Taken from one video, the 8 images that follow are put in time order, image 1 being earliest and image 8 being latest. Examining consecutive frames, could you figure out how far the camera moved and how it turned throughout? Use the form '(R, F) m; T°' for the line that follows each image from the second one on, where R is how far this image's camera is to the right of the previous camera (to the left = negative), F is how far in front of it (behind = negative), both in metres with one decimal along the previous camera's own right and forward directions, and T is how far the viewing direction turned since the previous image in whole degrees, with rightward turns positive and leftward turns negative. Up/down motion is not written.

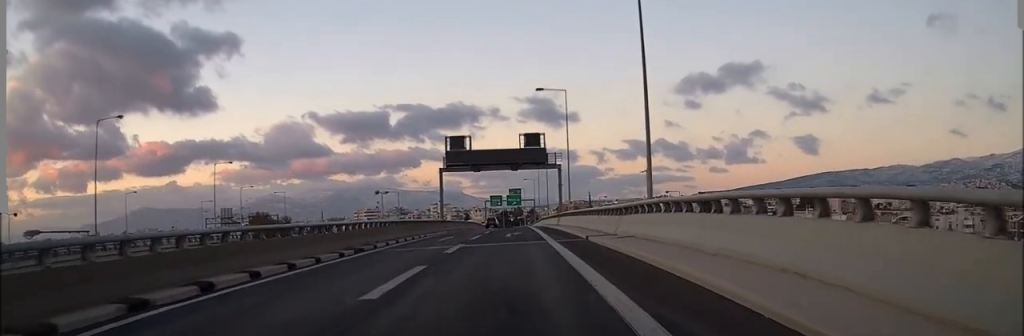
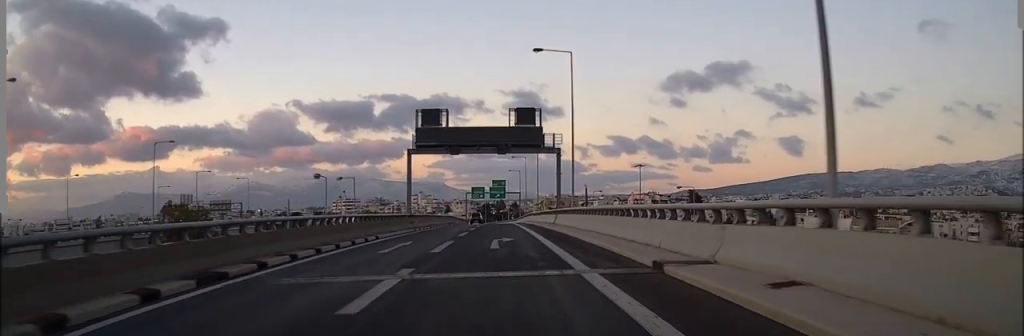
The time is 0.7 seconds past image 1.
(+0.2, +13.3) m; +1°
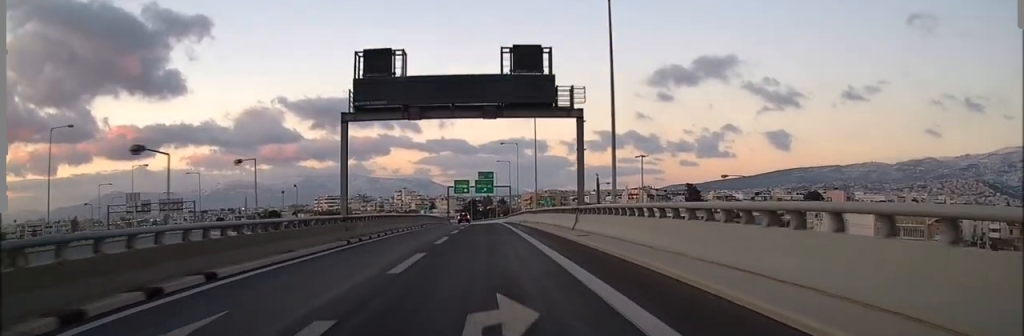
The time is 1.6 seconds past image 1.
(+0.2, +19.4) m; +1°
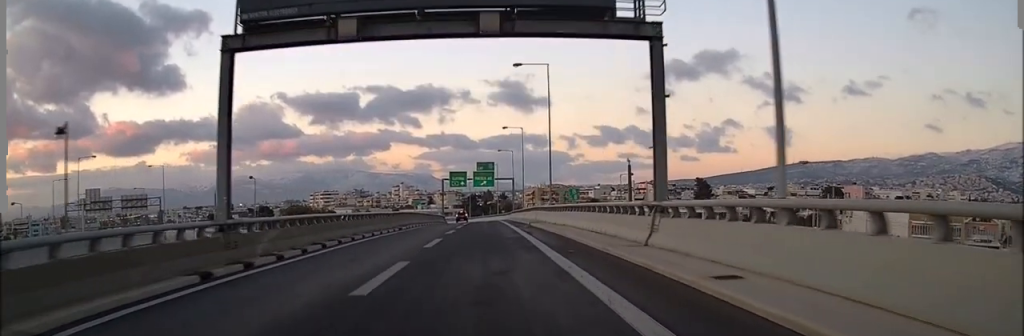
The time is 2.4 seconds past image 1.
(+0.1, +15.5) m; 0°
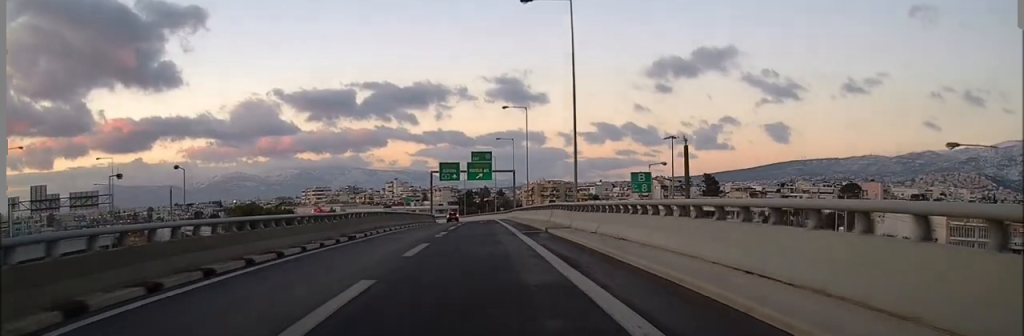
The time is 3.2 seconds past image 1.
(-0.1, +16.3) m; 0°
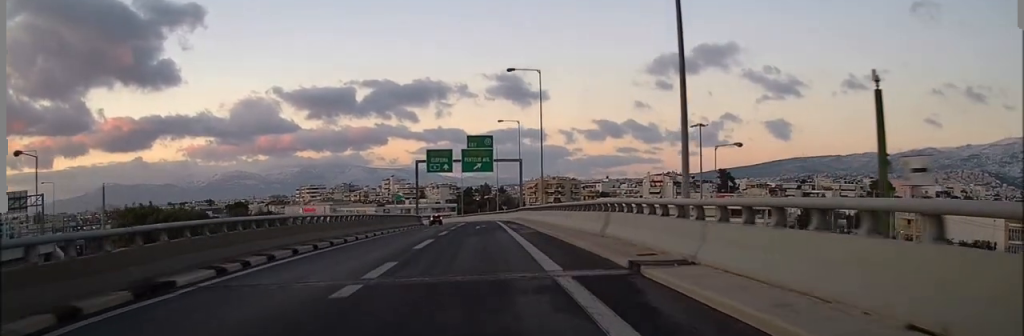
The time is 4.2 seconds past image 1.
(+0.2, +19.8) m; 0°
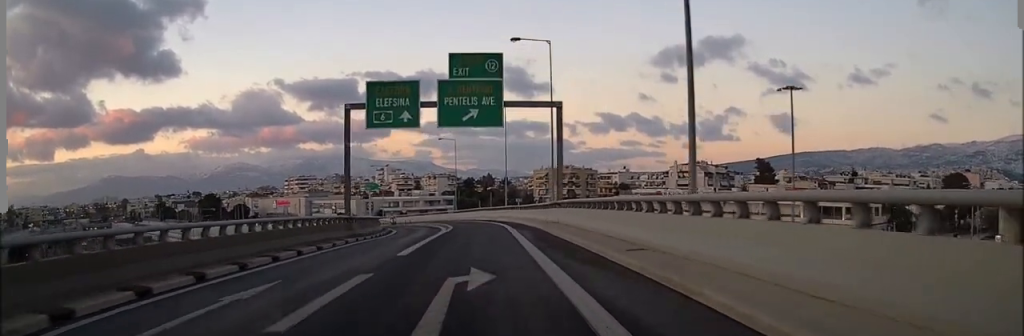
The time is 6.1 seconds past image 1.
(-0.1, +39.4) m; 0°
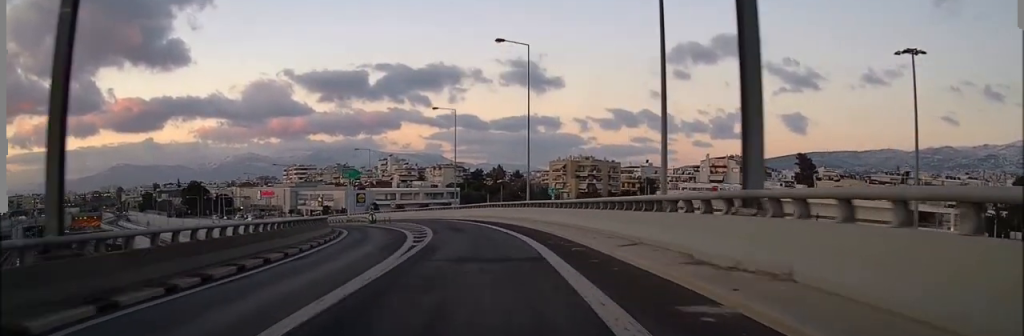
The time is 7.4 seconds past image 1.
(-0.2, +26.4) m; -1°
